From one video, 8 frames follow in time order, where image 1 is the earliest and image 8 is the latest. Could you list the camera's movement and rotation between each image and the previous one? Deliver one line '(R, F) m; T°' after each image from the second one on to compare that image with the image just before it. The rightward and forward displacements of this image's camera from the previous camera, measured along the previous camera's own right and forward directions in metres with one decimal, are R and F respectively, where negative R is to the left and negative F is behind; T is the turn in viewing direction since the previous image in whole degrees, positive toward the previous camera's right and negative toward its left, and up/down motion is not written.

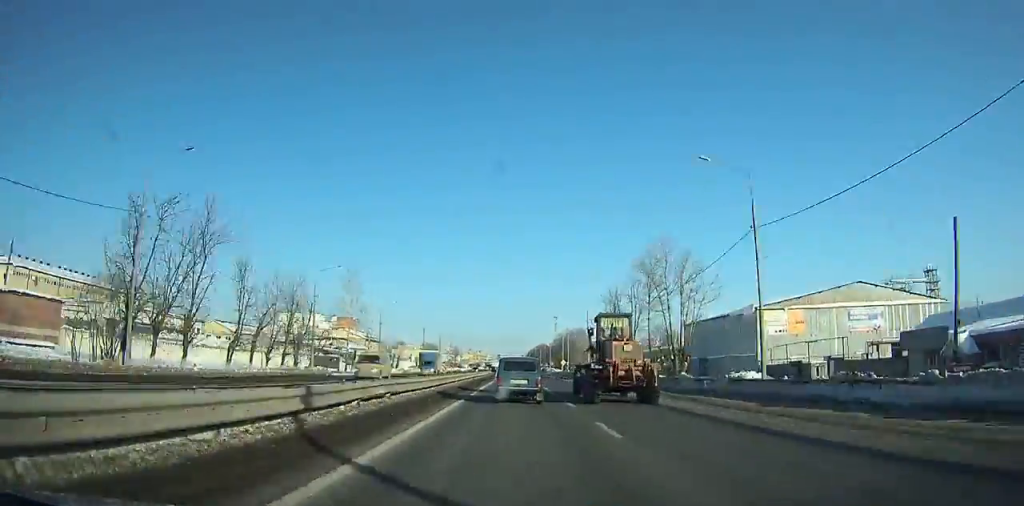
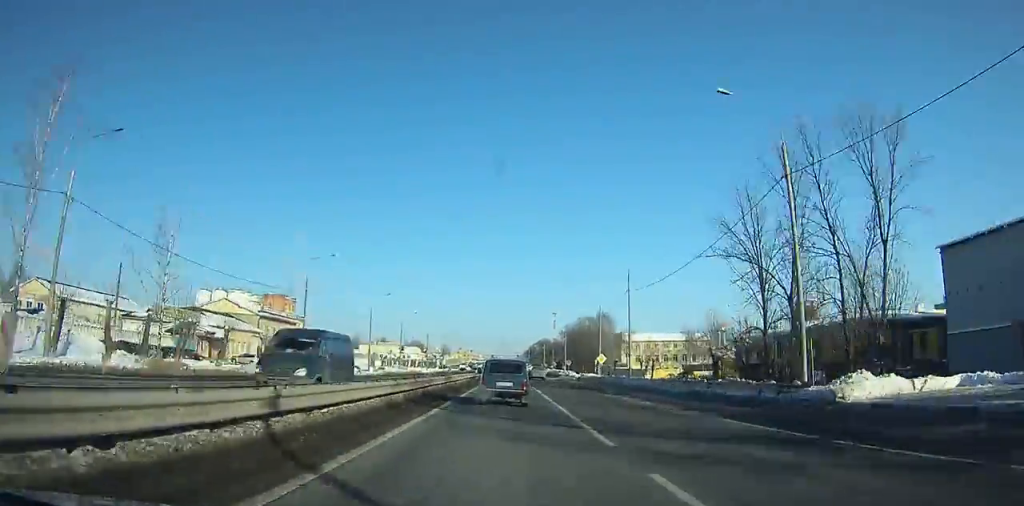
(+0.6, +68.4) m; +1°
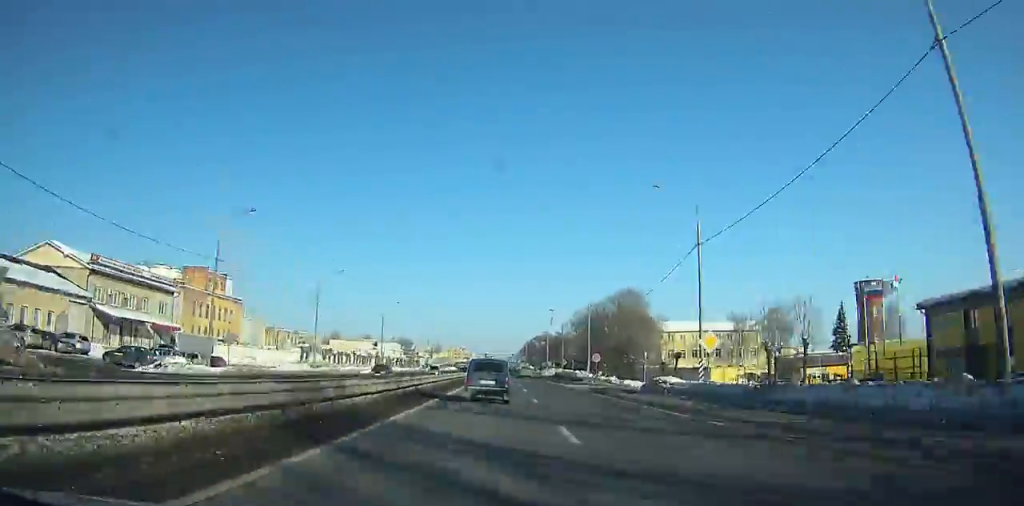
(+0.4, +42.9) m; 0°
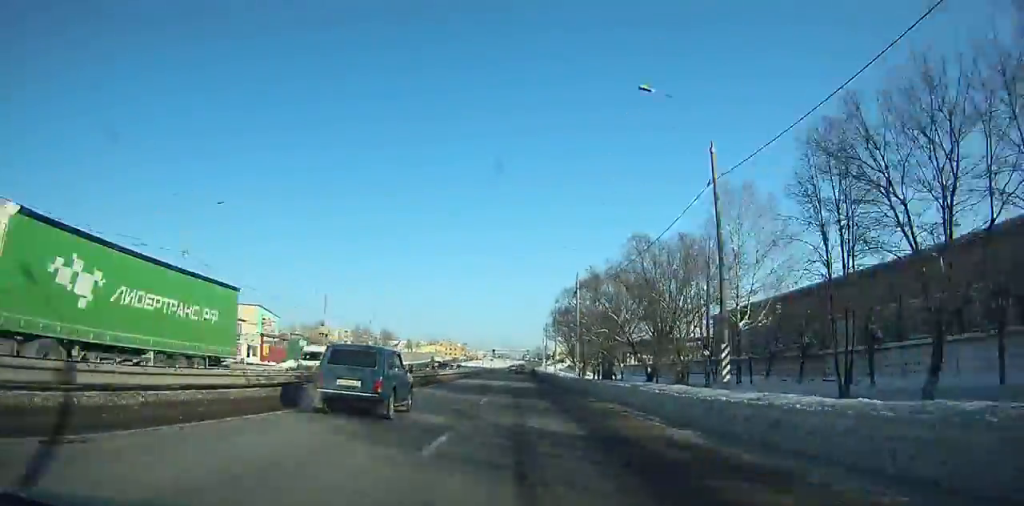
(-2.5, +150.0) m; -2°
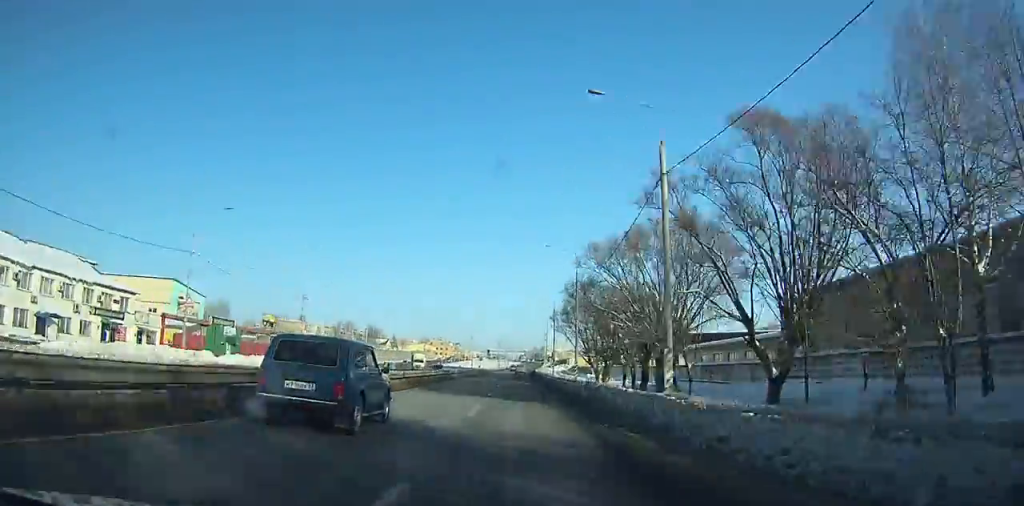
(0.0, +29.2) m; 0°
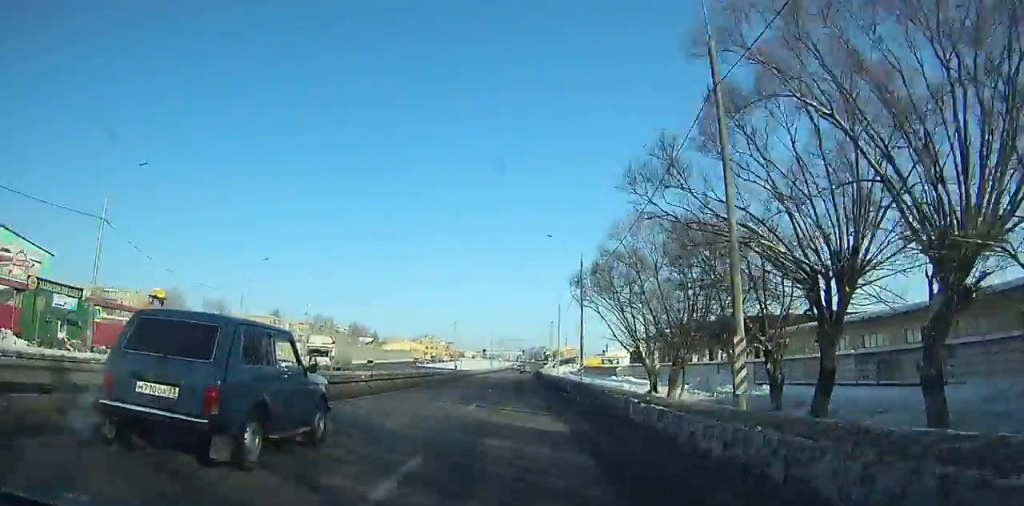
(-0.2, +34.0) m; +1°
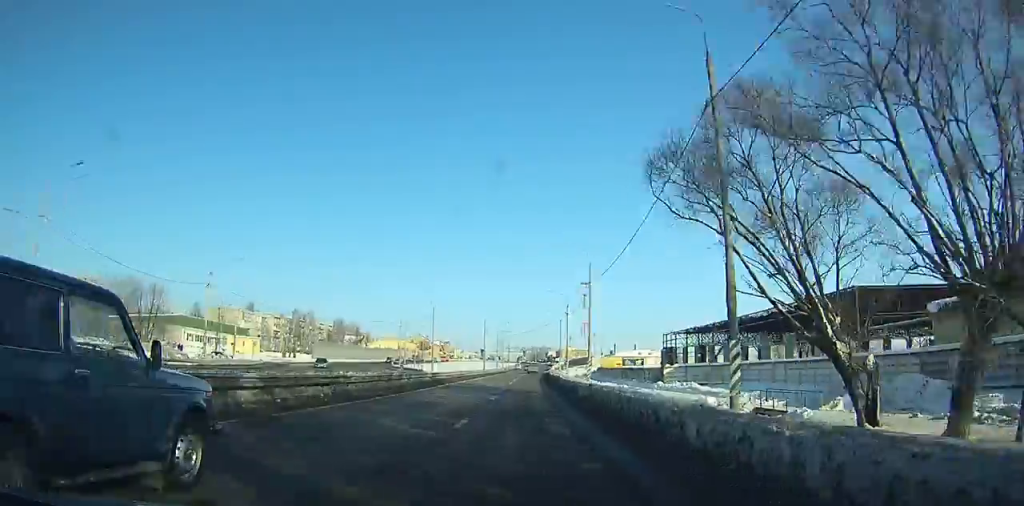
(+0.2, +29.0) m; +1°
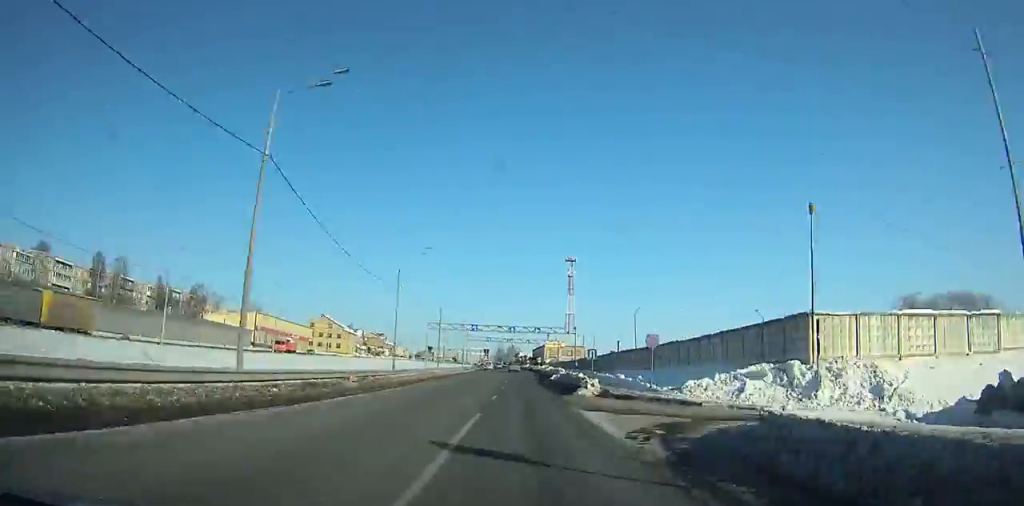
(+2.3, +109.6) m; +1°
